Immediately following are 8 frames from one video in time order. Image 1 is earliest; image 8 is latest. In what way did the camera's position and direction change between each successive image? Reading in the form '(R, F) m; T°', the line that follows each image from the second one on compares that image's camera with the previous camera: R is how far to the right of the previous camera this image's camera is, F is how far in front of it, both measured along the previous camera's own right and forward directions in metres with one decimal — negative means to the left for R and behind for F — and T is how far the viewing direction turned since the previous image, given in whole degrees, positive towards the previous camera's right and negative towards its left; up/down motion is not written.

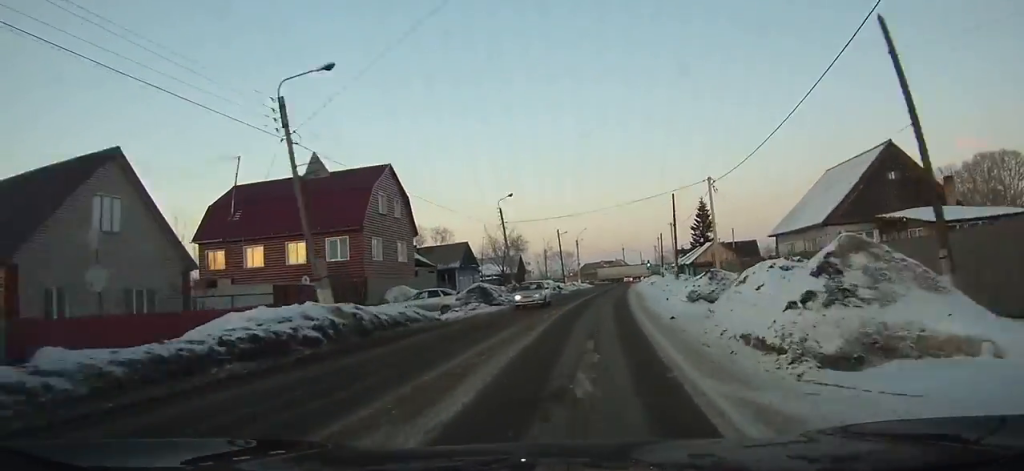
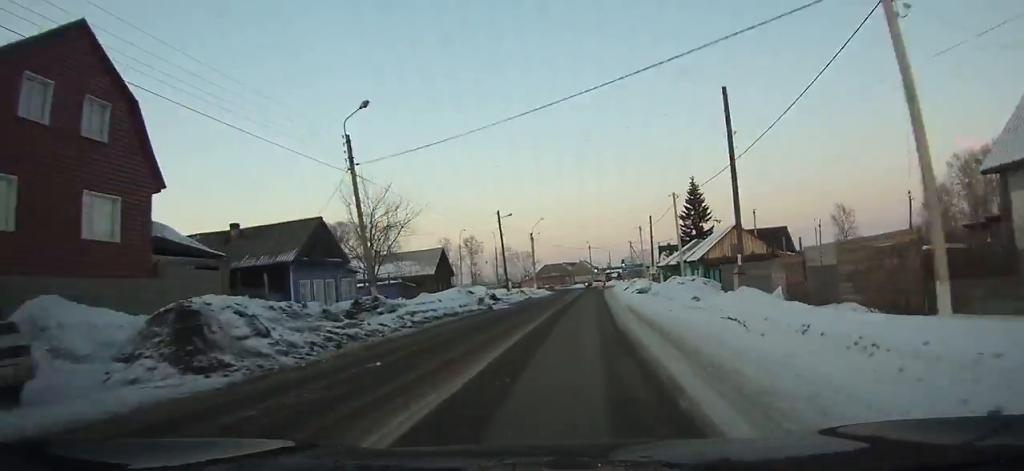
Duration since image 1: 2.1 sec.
(+0.6, +23.8) m; +2°
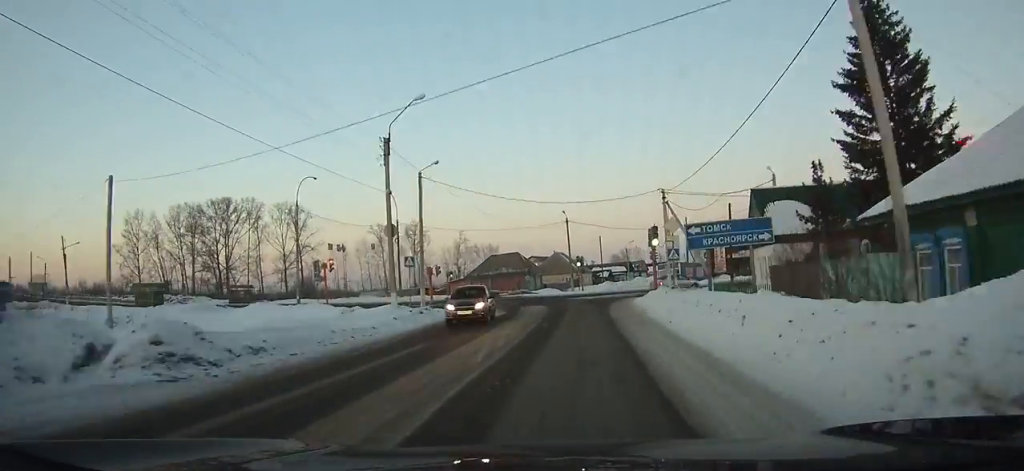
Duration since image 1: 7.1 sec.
(+1.1, +52.3) m; +1°
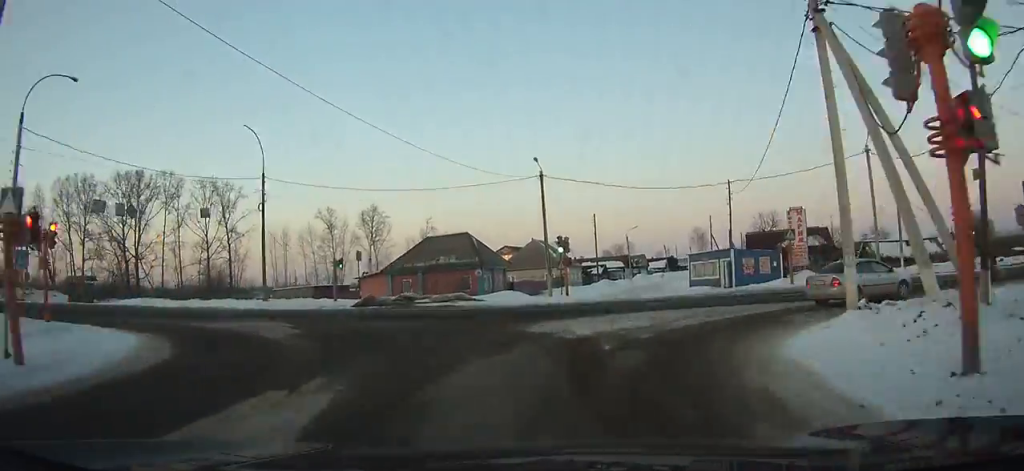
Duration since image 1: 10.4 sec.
(+0.2, +26.7) m; +3°
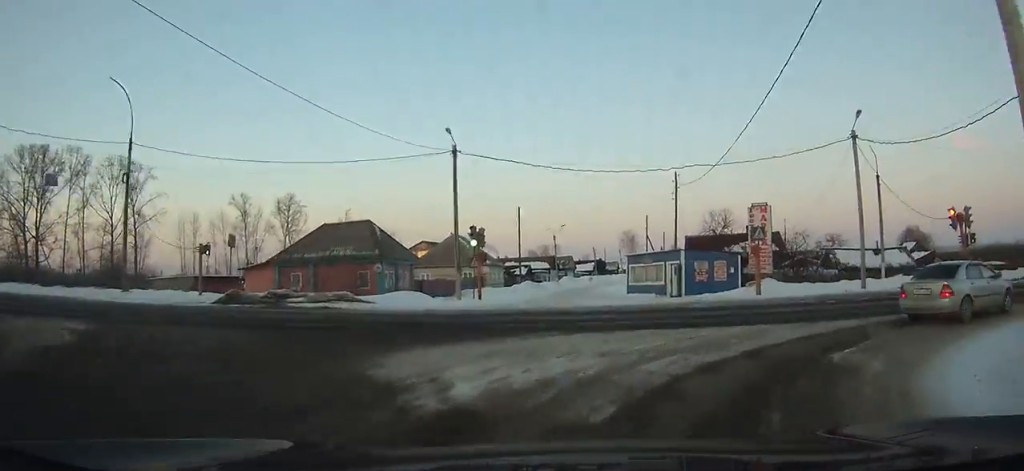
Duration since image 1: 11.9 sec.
(+0.5, +9.1) m; +12°
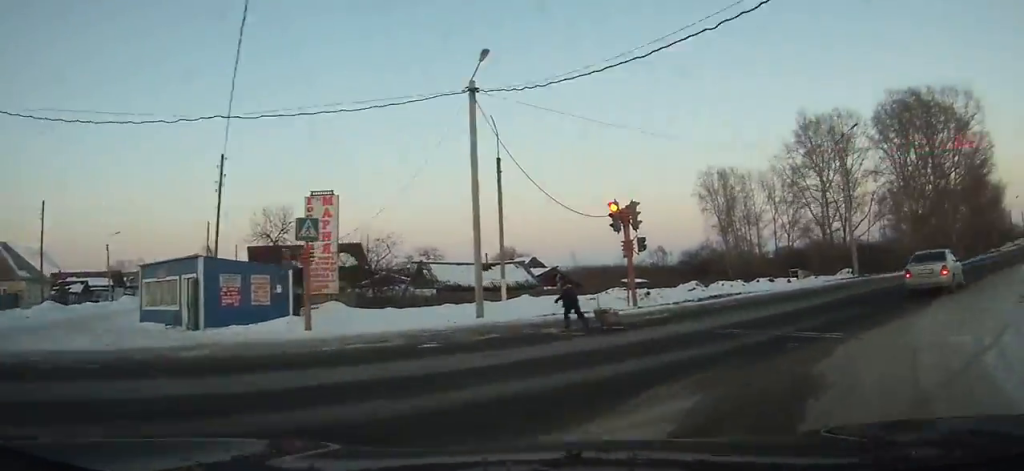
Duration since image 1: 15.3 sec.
(+4.6, +16.9) m; +41°
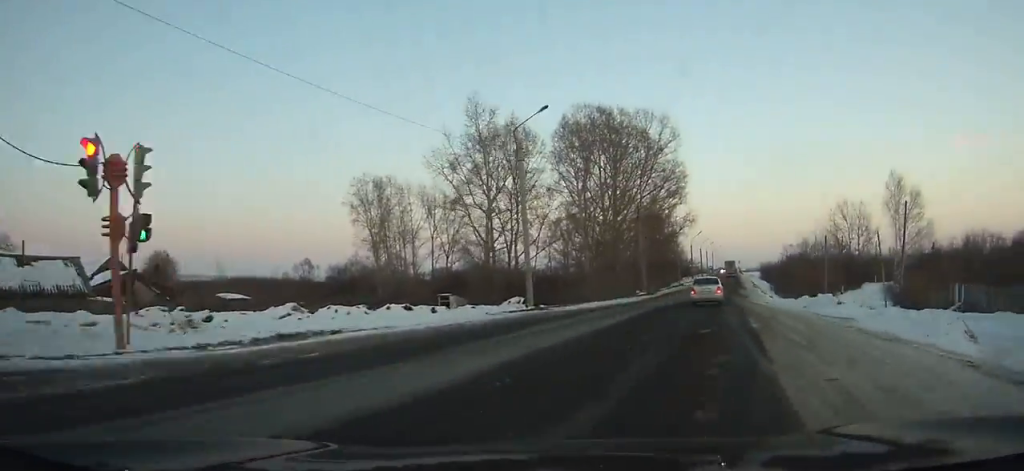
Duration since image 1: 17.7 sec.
(+4.5, +13.8) m; +25°
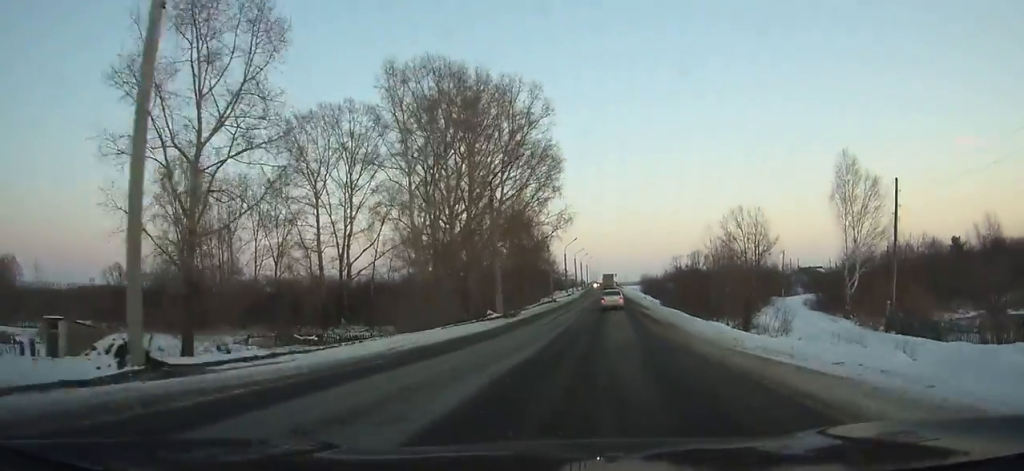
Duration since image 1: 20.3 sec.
(+3.5, +21.0) m; +11°
